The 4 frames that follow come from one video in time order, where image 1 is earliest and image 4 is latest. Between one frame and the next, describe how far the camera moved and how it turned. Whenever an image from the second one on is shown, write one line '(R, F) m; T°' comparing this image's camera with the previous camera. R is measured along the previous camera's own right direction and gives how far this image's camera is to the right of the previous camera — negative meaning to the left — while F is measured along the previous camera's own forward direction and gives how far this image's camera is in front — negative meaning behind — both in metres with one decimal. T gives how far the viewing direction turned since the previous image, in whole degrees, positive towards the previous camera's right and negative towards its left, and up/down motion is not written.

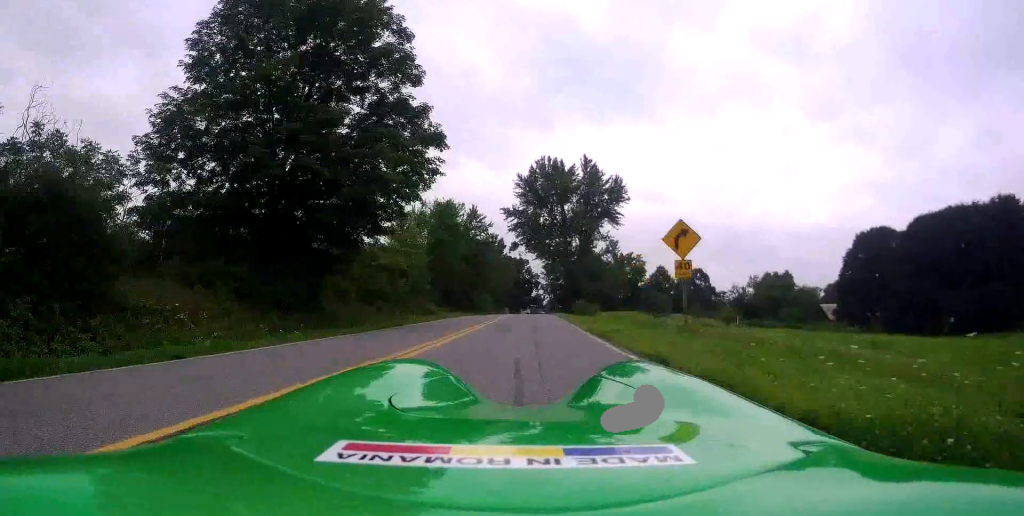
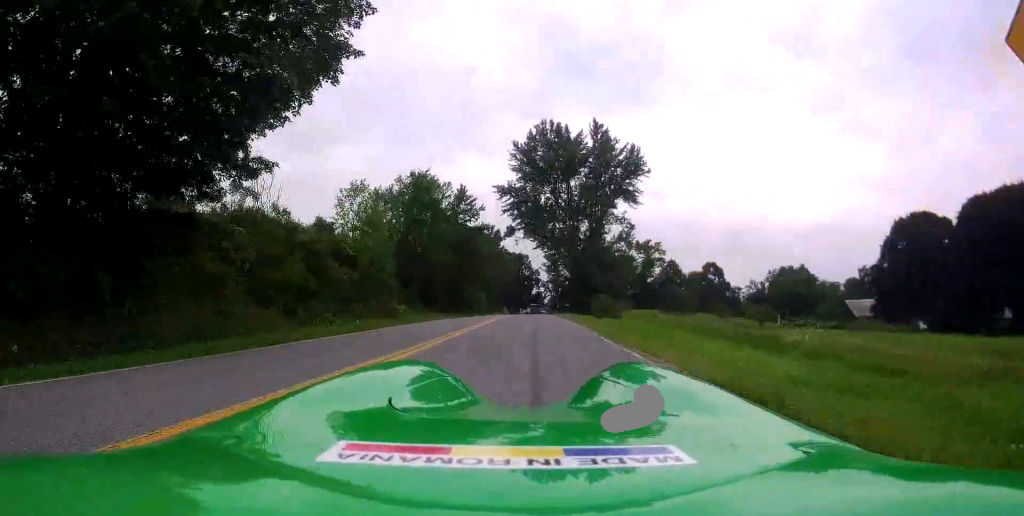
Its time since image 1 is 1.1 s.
(-0.5, +12.5) m; -2°
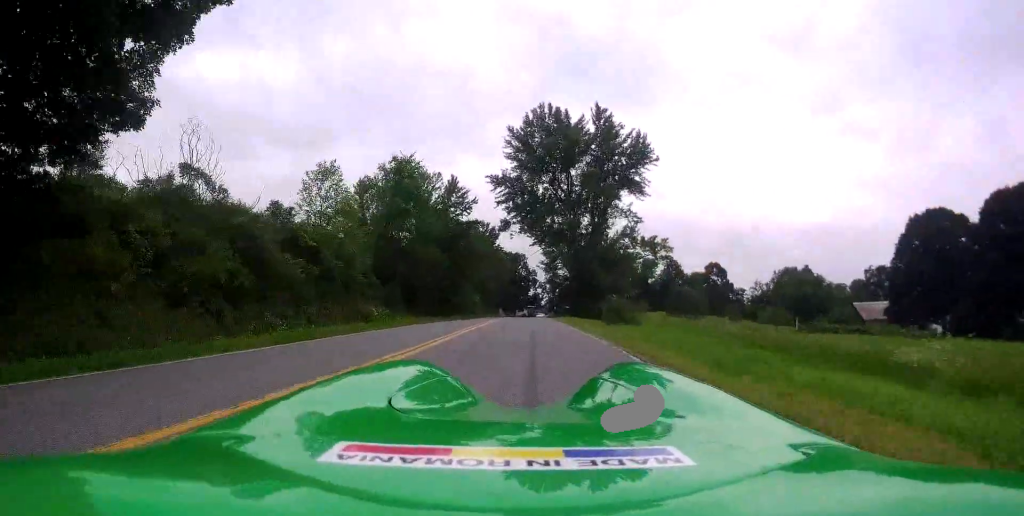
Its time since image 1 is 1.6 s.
(-0.2, +5.0) m; 0°
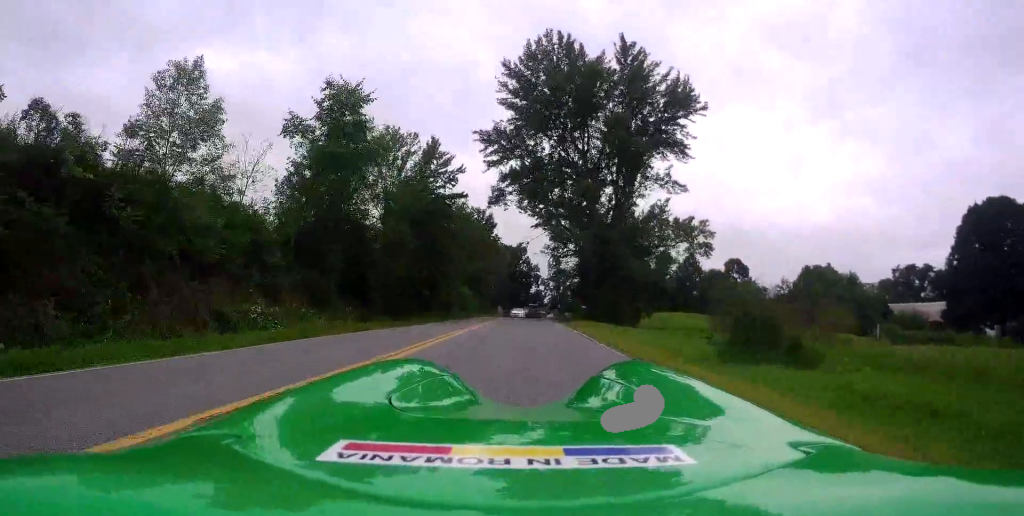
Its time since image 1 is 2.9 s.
(+0.6, +14.1) m; +1°
